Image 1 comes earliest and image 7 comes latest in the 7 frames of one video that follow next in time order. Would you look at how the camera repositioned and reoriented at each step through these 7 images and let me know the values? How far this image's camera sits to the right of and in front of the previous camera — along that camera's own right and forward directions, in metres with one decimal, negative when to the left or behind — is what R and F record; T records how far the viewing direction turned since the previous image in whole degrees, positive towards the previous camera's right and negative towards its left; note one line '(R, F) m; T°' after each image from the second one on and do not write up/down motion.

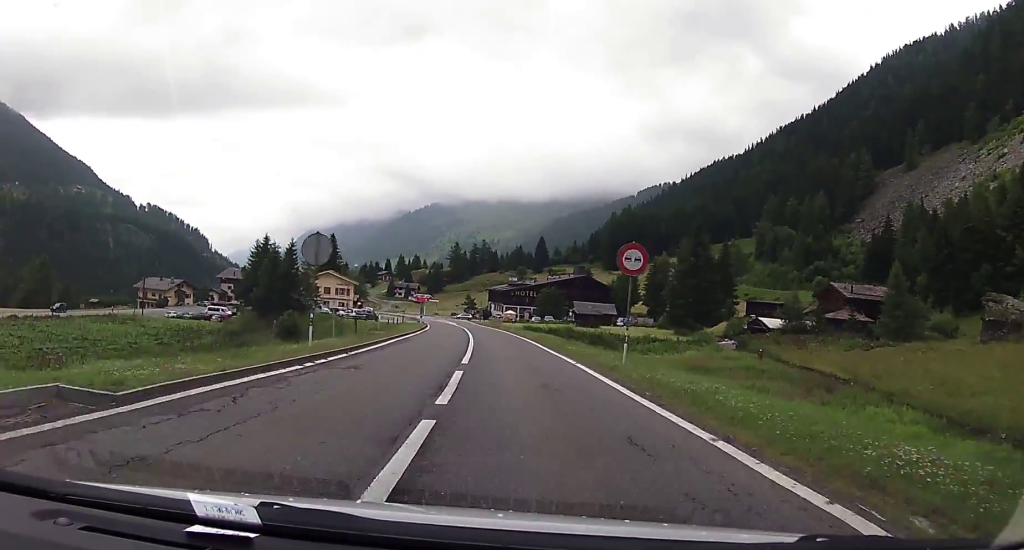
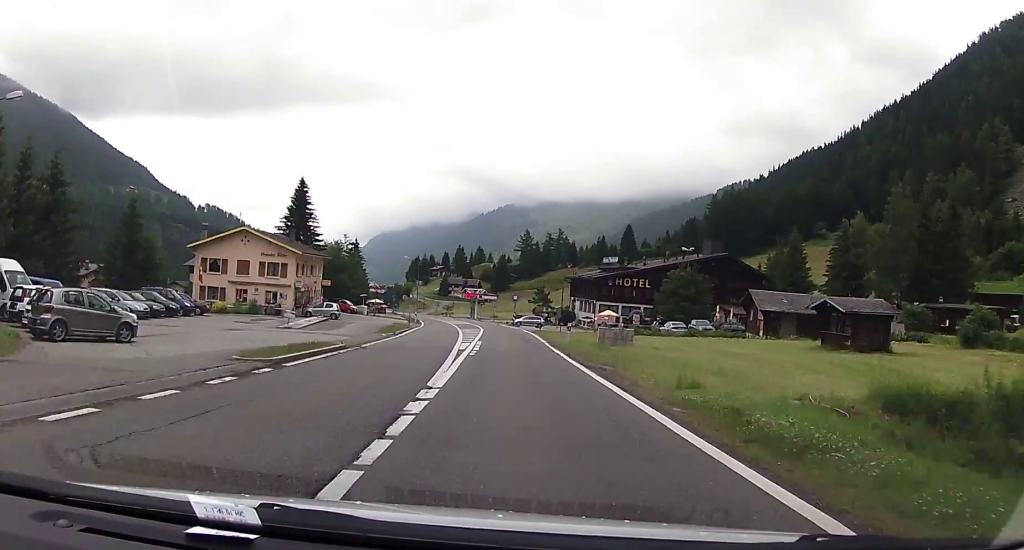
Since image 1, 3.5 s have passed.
(-4.4, +72.9) m; -7°
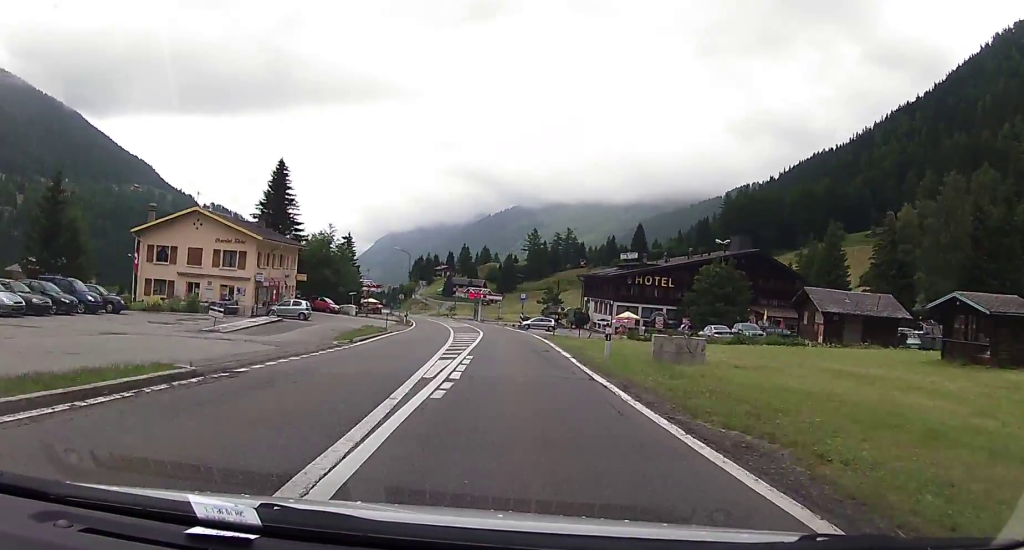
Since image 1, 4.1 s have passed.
(-0.1, +13.2) m; -1°
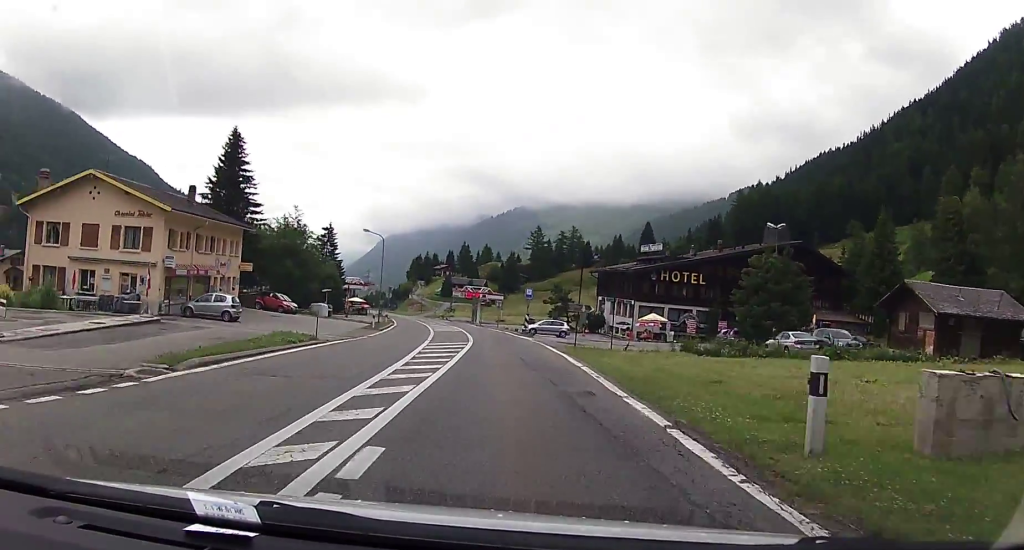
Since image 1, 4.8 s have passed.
(-0.3, +17.3) m; -1°
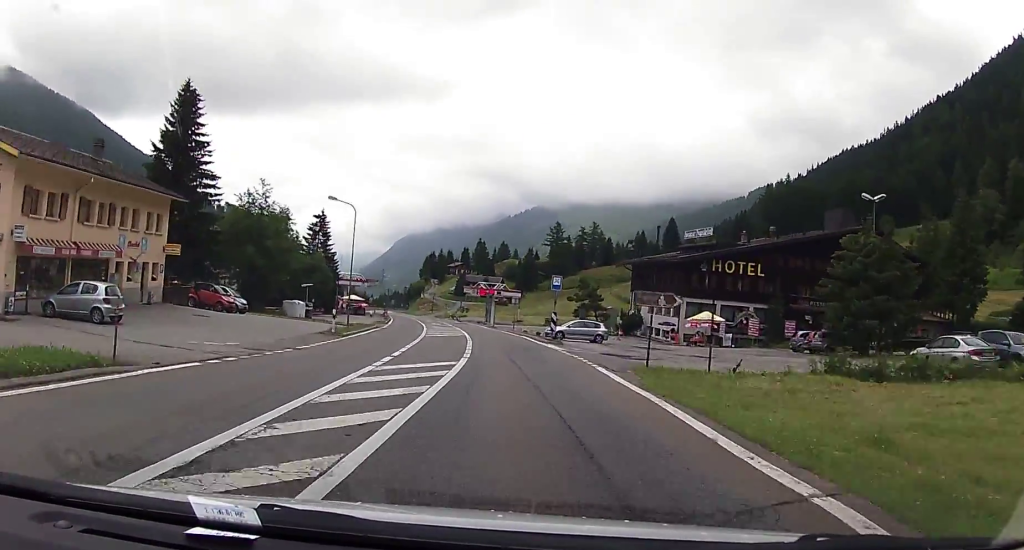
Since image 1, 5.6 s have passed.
(-0.2, +17.1) m; -1°
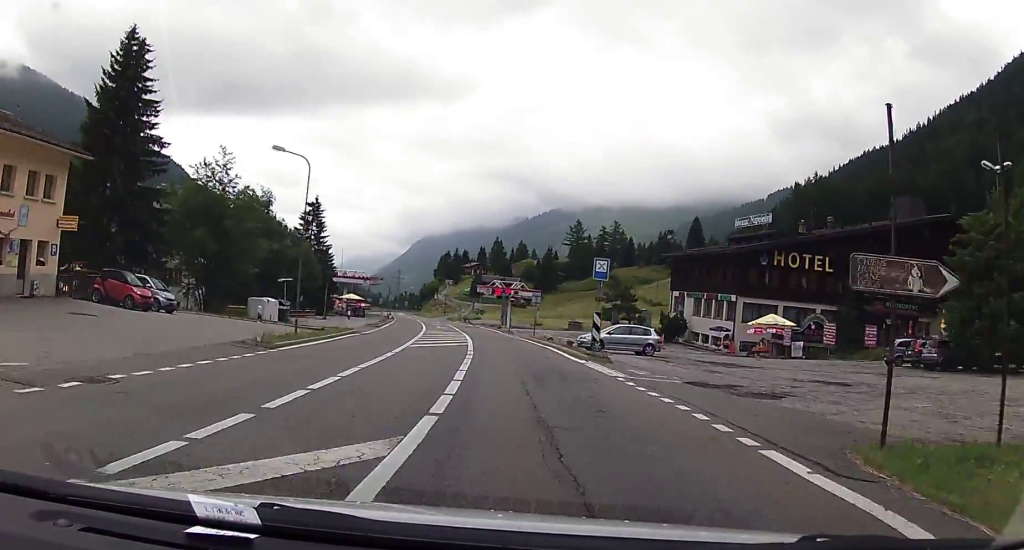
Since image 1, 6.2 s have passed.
(0.0, +13.2) m; -1°
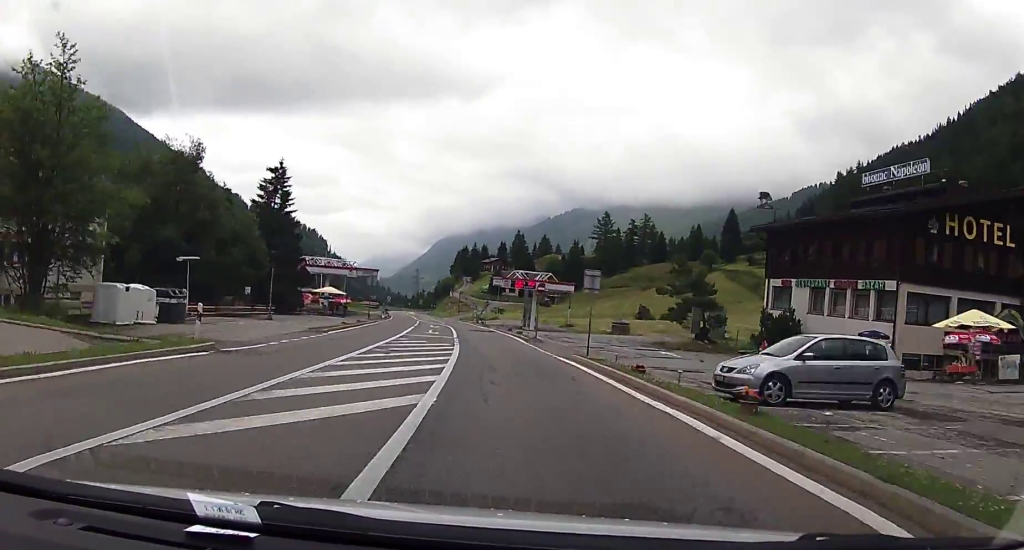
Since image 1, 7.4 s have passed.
(-0.5, +22.4) m; -3°
